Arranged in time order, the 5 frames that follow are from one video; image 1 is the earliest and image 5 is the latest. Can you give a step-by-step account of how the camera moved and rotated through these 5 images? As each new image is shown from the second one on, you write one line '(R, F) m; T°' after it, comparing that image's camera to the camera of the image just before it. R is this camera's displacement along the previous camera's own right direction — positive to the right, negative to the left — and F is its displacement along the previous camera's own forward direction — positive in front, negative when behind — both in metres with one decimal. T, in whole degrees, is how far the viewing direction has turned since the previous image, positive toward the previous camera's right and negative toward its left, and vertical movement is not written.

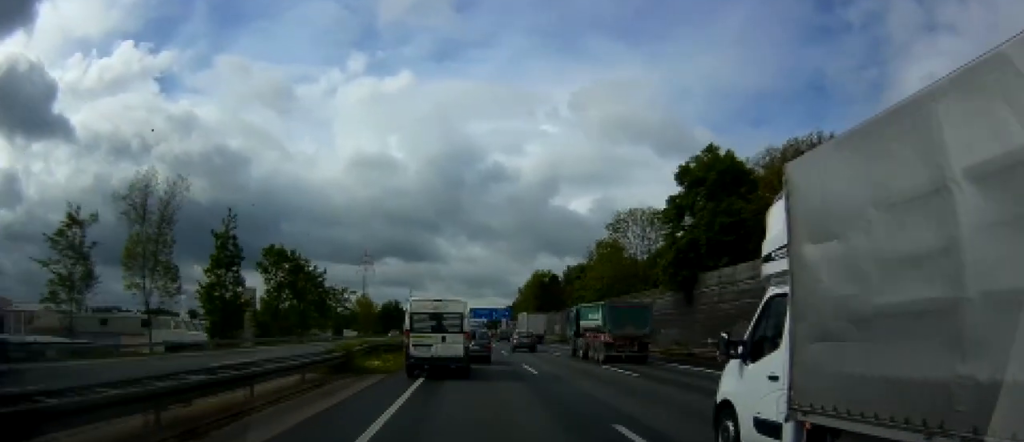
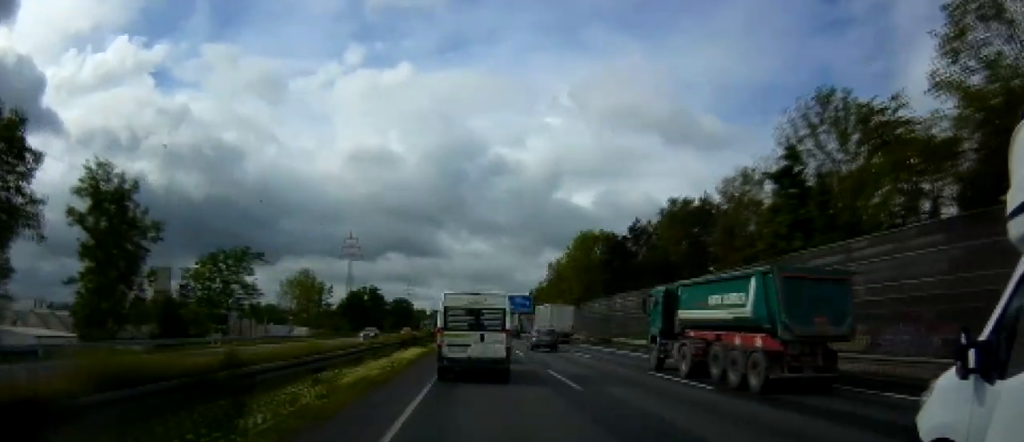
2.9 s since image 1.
(0.0, +58.9) m; -1°
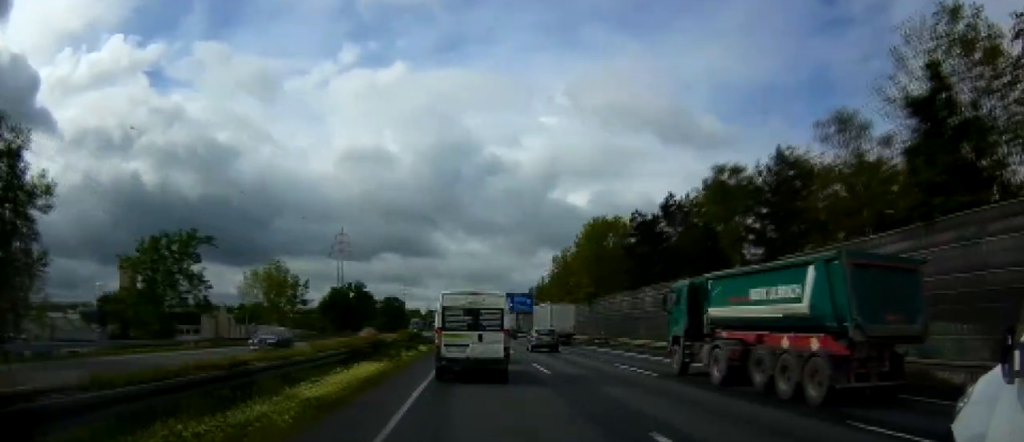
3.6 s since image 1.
(-0.1, +13.1) m; 0°
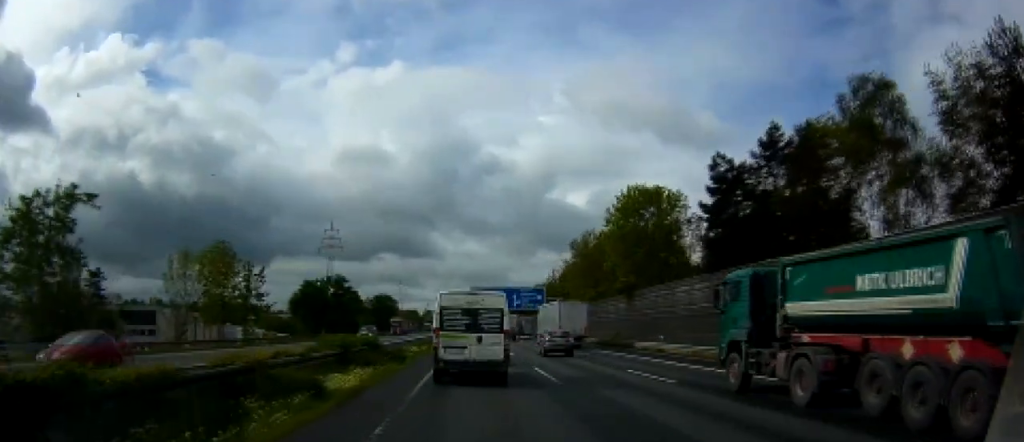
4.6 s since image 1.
(+0.3, +20.2) m; +1°
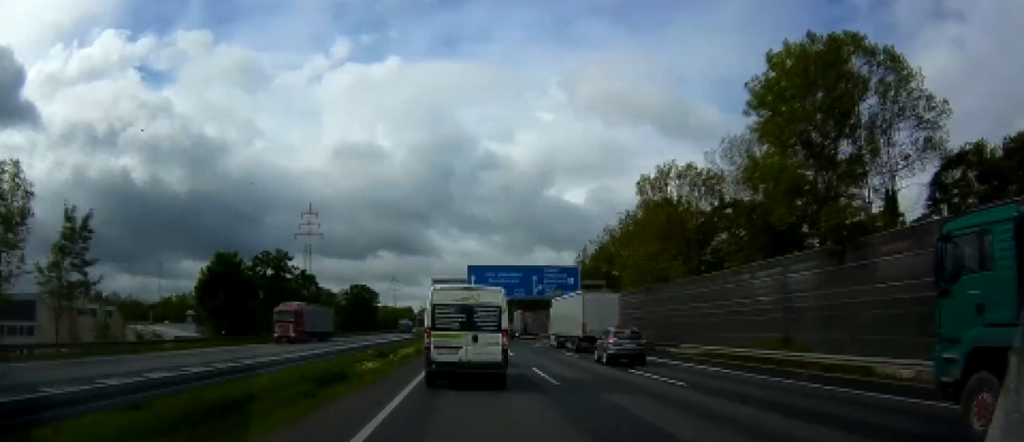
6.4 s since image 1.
(0.0, +36.4) m; 0°
